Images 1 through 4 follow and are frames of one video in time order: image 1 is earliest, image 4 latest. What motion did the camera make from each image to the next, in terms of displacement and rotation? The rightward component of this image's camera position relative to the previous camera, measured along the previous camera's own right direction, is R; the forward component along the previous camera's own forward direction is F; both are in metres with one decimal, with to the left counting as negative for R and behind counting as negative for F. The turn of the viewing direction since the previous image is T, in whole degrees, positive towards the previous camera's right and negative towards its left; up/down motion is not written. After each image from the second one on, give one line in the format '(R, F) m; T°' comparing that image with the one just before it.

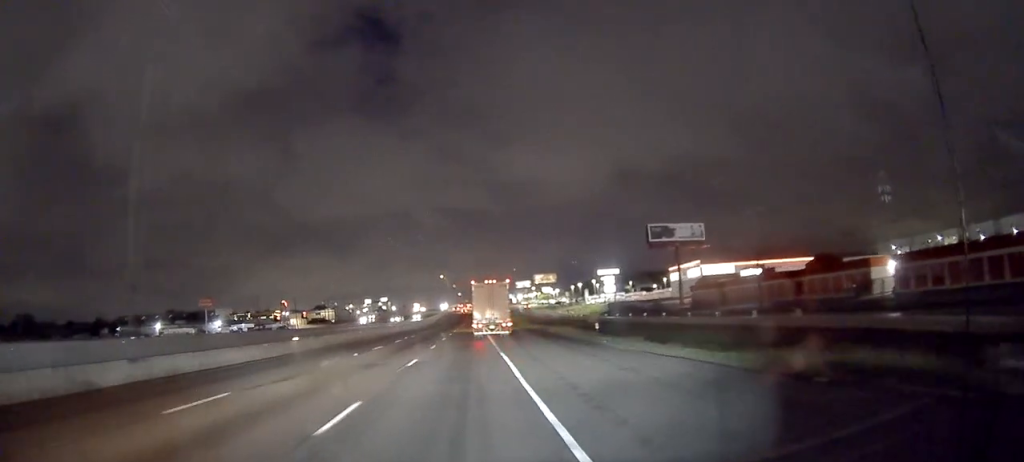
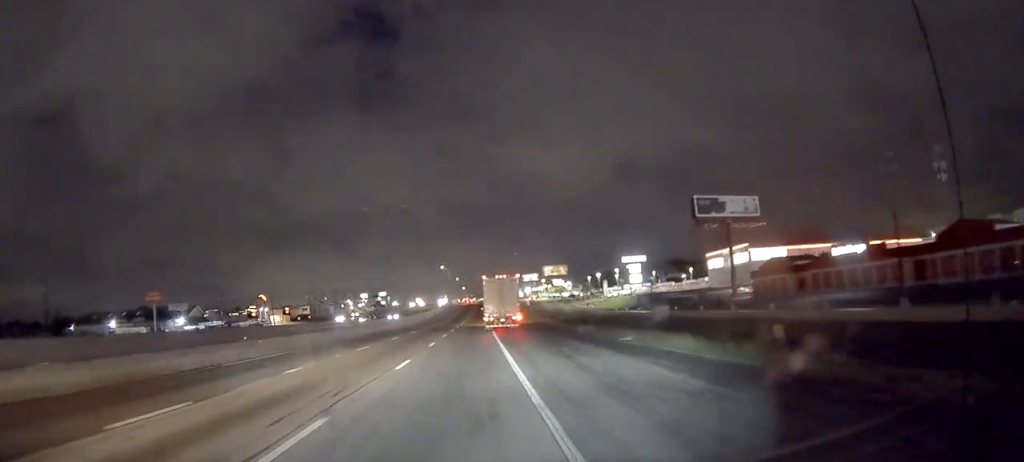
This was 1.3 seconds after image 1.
(+0.6, +26.9) m; 0°
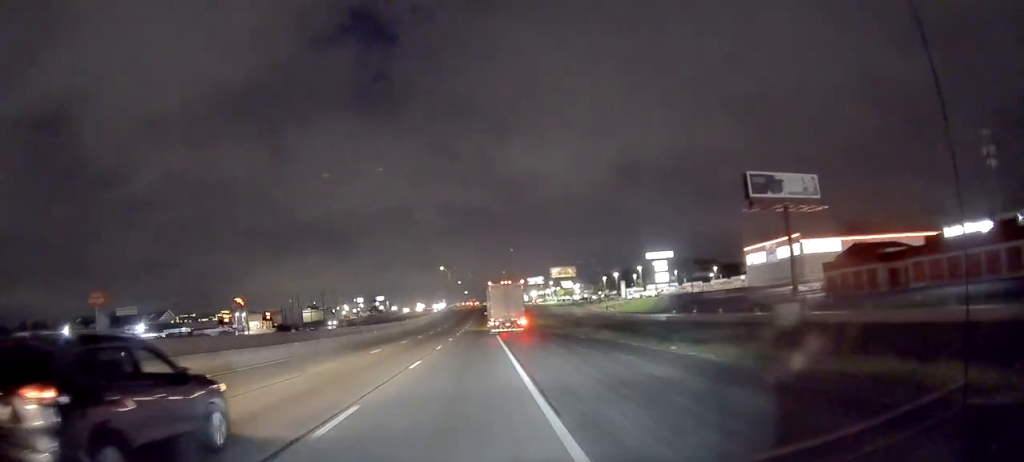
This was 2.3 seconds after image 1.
(-0.6, +21.9) m; -1°
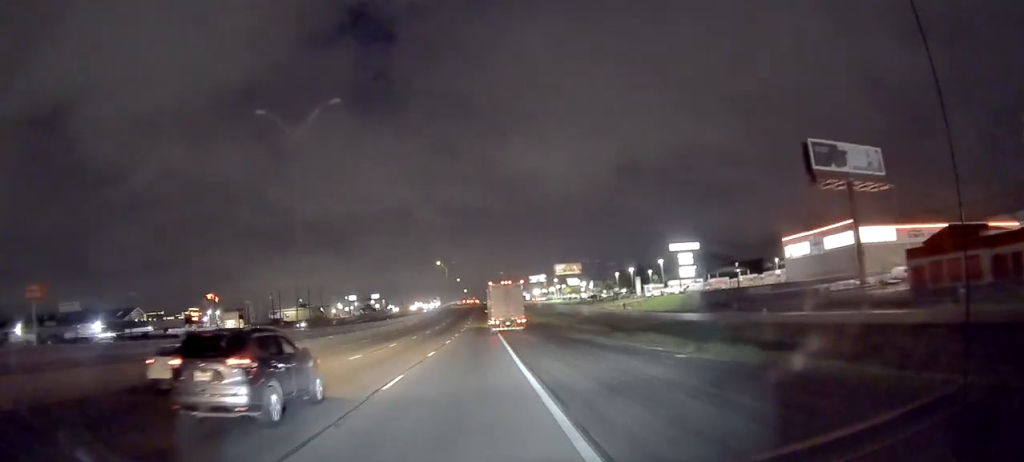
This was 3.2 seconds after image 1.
(+0.1, +18.3) m; +2°
